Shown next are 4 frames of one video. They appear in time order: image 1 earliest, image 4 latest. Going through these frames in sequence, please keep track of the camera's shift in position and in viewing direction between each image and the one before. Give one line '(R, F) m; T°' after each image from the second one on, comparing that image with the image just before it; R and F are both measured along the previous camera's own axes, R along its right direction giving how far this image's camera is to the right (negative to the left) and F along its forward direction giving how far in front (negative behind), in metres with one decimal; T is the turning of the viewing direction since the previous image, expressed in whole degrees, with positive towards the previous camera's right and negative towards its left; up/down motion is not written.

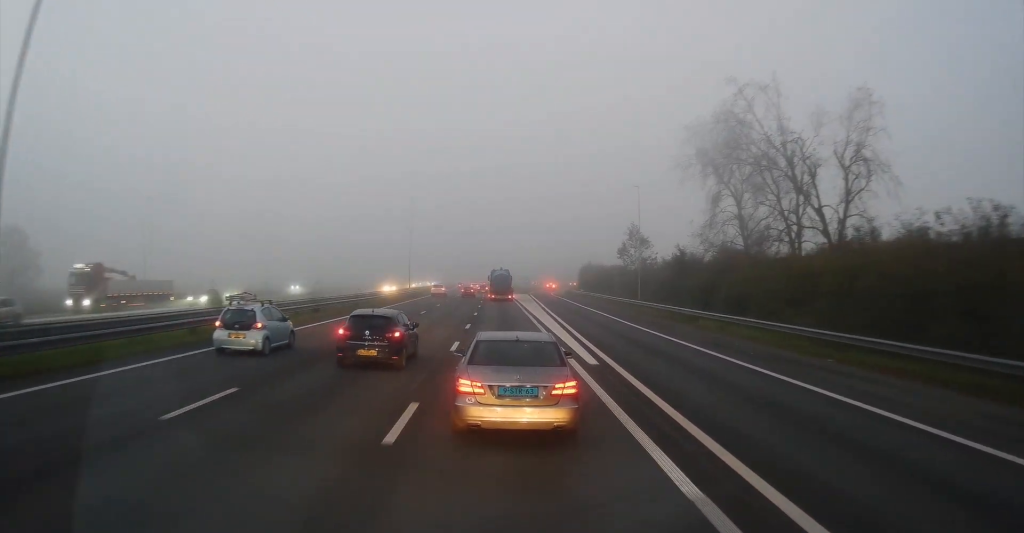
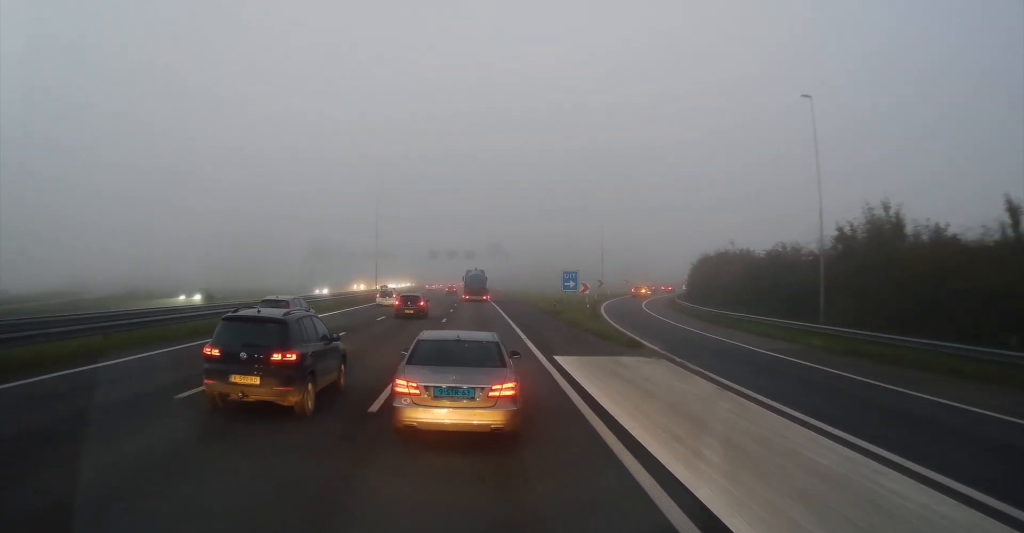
(-0.7, +92.9) m; -1°
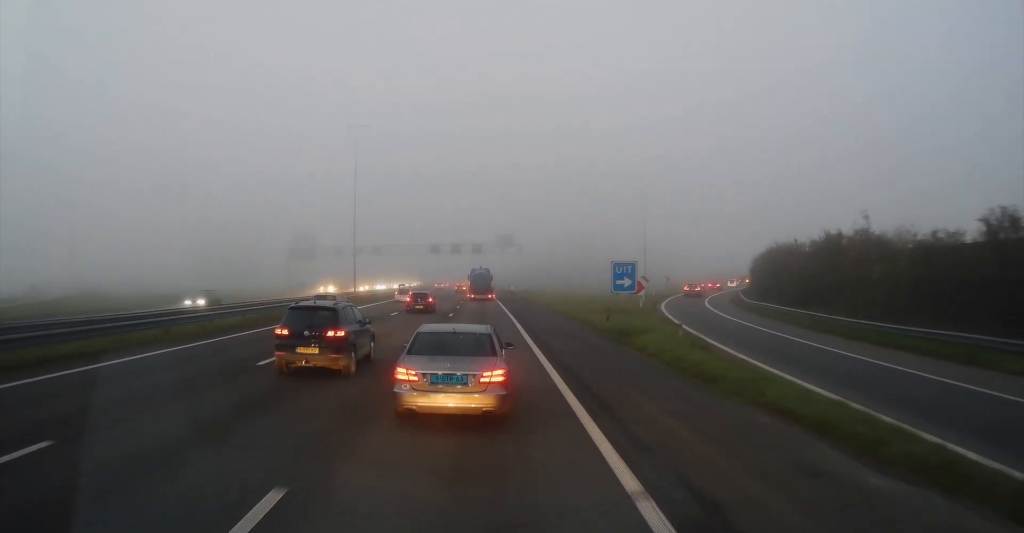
(-0.3, +19.2) m; +1°
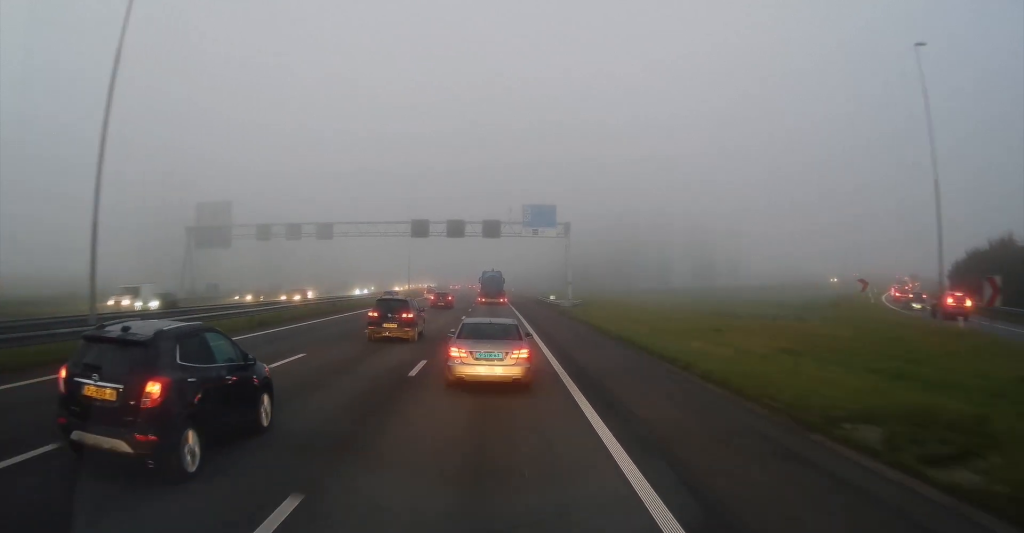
(+0.5, +47.6) m; -1°
